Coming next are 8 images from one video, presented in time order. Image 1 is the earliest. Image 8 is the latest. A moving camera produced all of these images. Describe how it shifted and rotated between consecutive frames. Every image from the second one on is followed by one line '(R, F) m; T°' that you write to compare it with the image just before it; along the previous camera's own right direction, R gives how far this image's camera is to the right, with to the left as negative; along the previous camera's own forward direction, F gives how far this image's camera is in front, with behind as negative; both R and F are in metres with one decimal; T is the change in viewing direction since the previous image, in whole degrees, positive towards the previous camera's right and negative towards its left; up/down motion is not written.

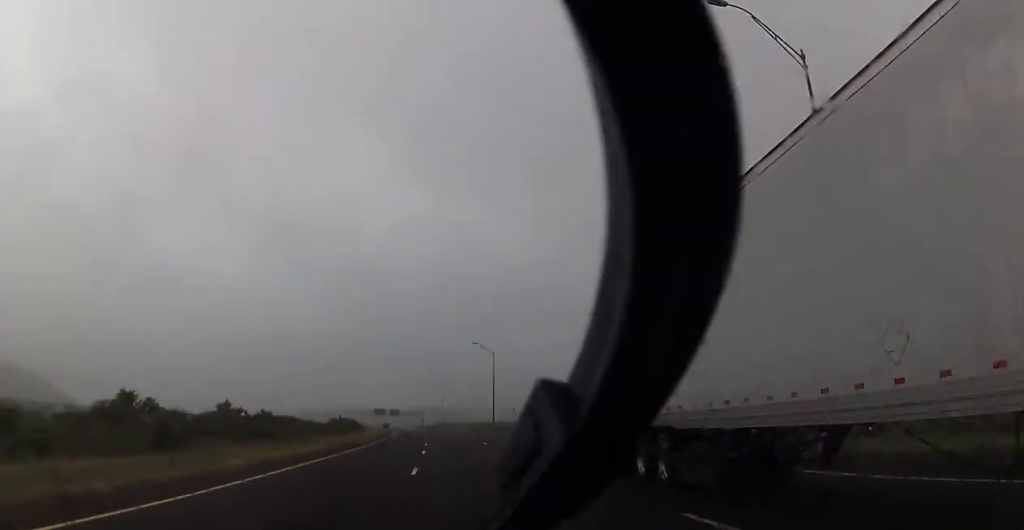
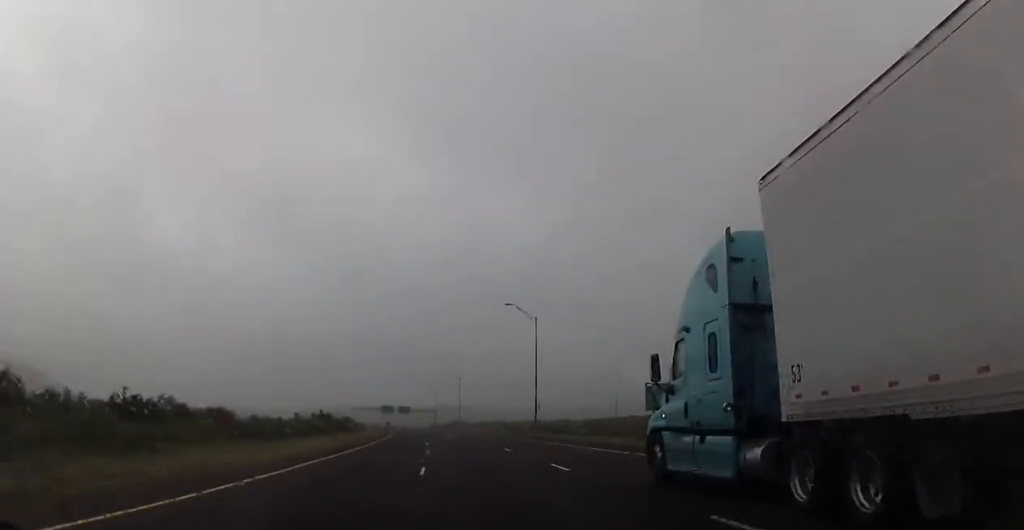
(-1.3, +37.3) m; -2°
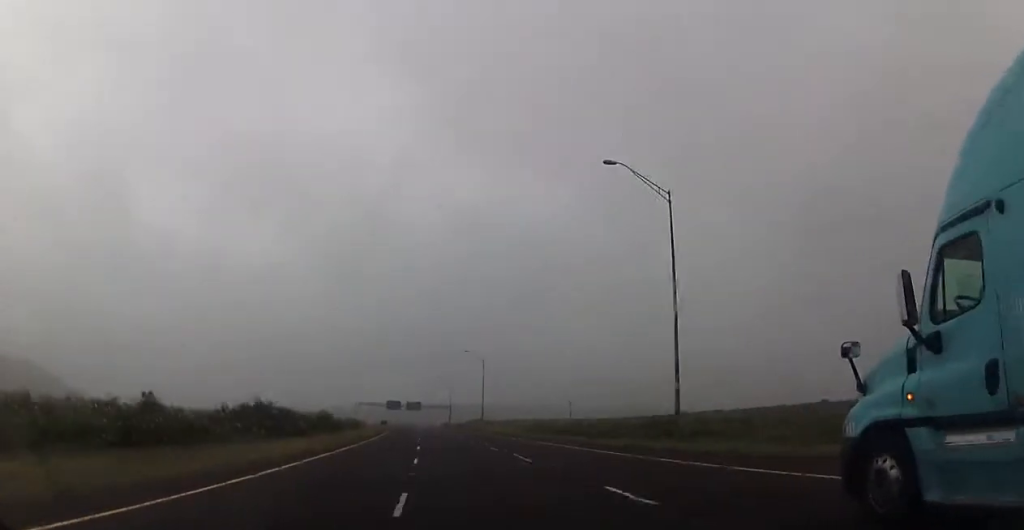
(+0.1, +44.2) m; 0°
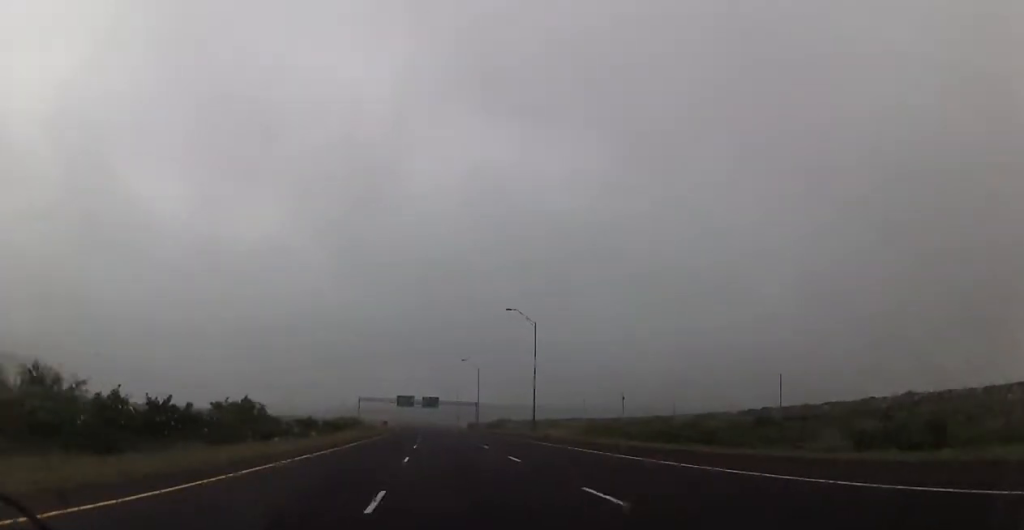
(-0.4, +48.7) m; -2°
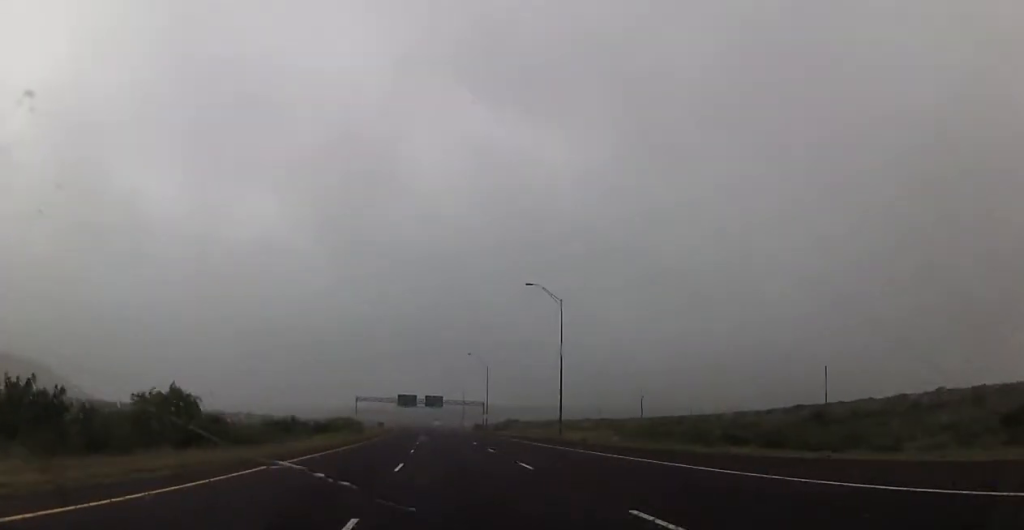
(0.0, +15.9) m; -1°
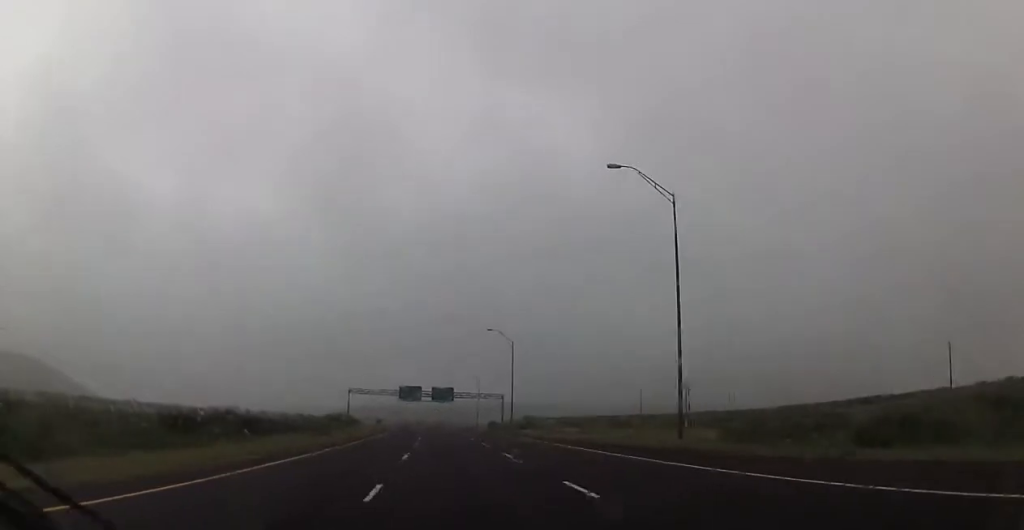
(-0.4, +31.8) m; -2°
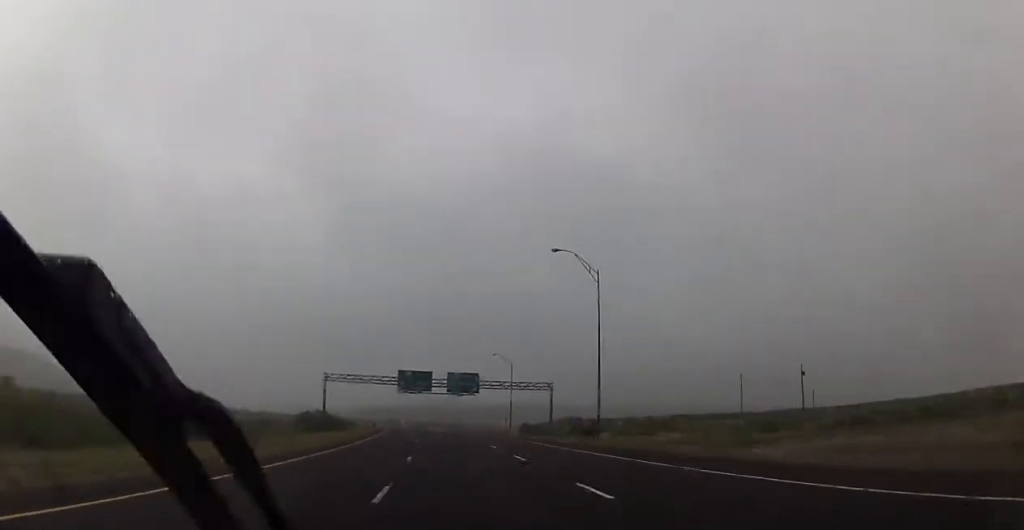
(-0.9, +49.0) m; -1°
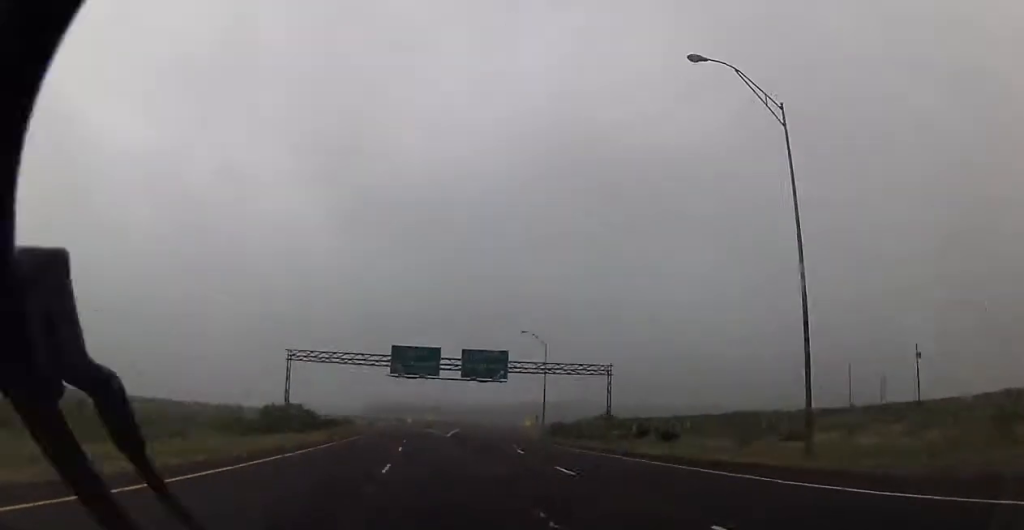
(0.0, +30.9) m; 0°
